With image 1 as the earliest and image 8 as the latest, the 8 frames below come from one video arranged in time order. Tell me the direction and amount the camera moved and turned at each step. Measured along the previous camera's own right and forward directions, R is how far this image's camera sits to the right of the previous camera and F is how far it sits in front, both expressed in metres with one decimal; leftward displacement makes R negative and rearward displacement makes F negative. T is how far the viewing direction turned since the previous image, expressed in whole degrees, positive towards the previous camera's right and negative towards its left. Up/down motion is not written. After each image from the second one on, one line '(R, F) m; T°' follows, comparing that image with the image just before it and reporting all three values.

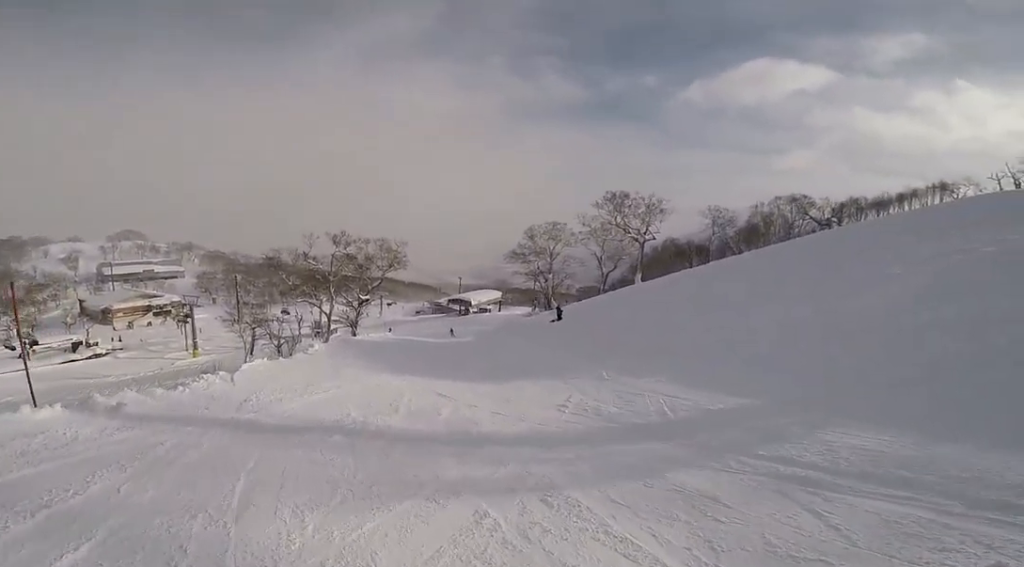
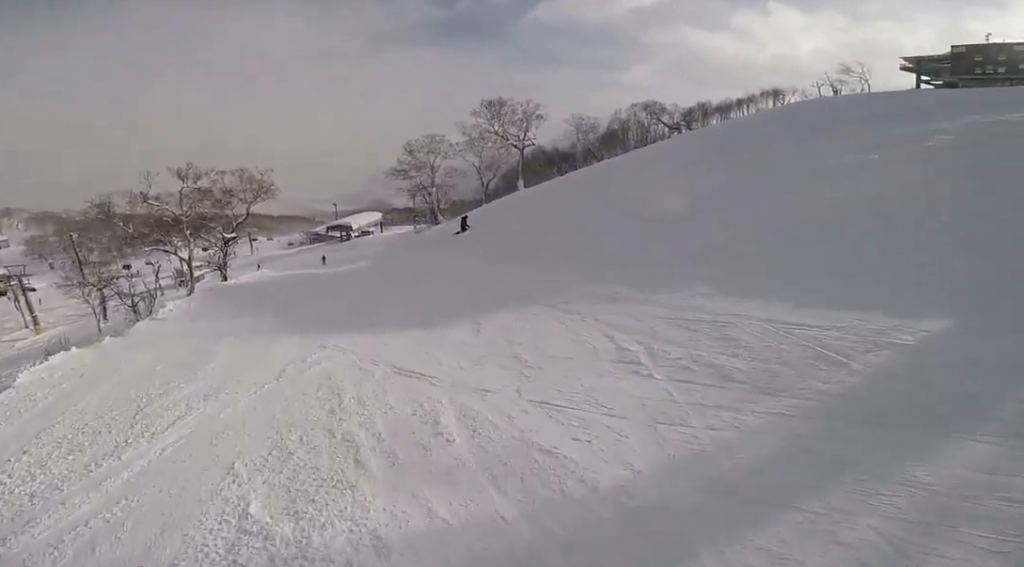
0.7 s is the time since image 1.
(+0.4, +4.1) m; 0°
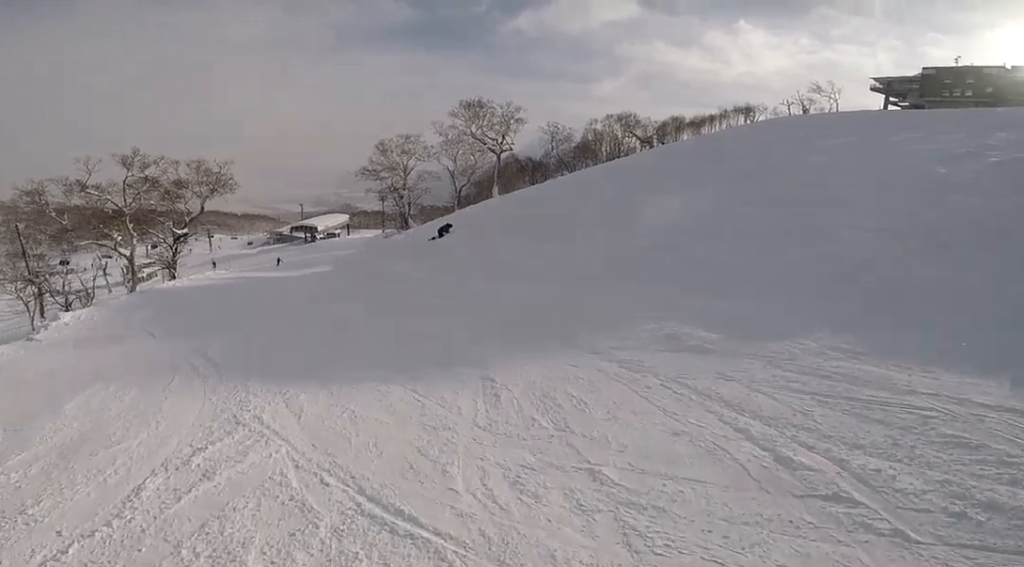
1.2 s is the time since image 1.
(+0.8, +2.8) m; 0°
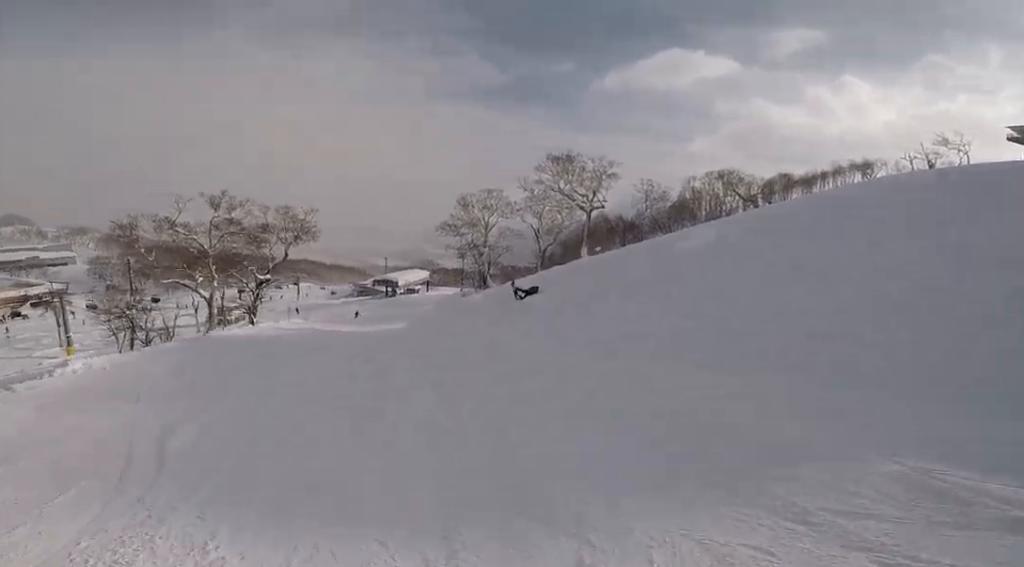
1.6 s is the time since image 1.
(-0.5, +2.4) m; -1°
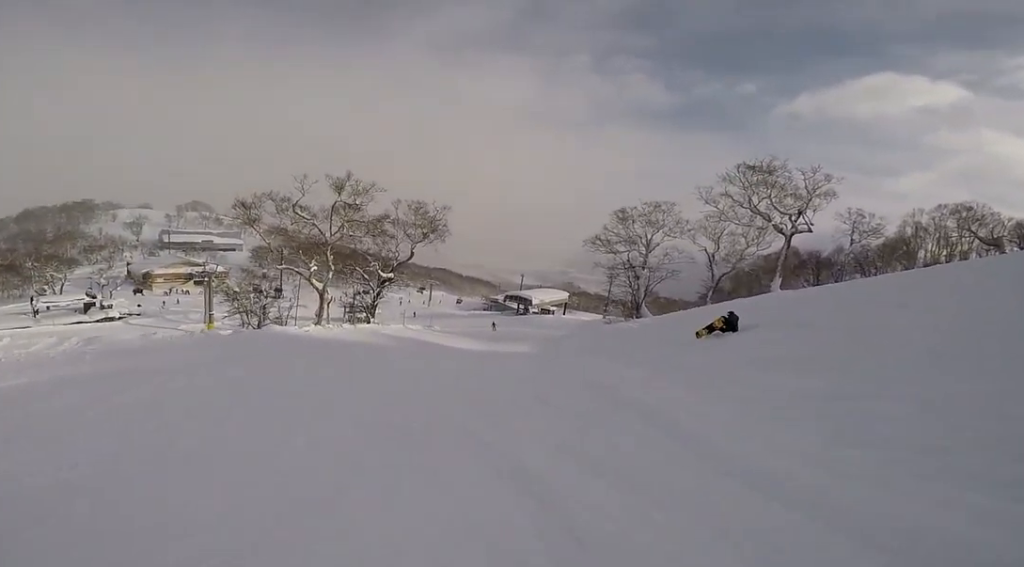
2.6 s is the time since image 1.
(-0.5, +5.5) m; -1°
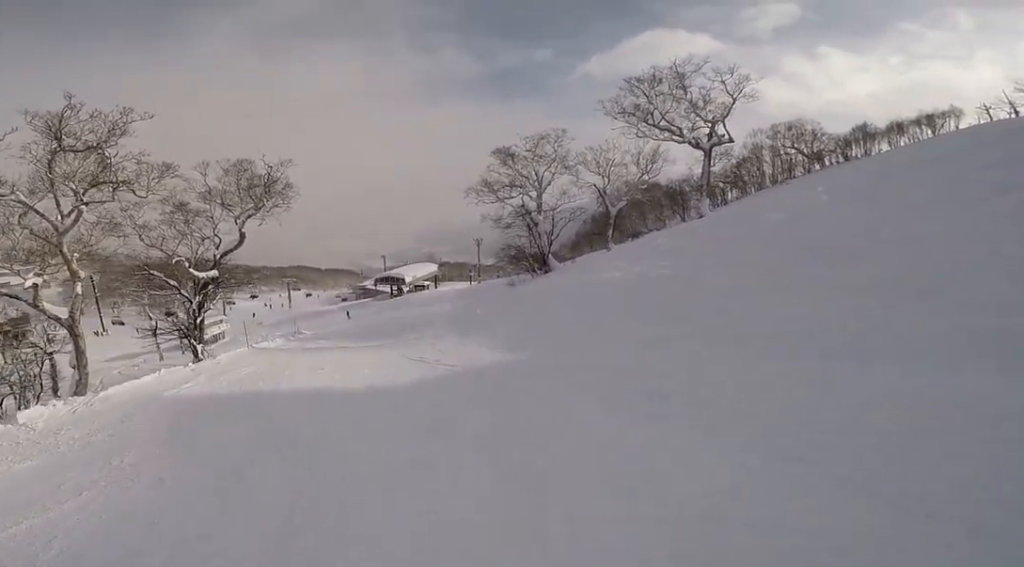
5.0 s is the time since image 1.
(+0.9, +13.2) m; +12°
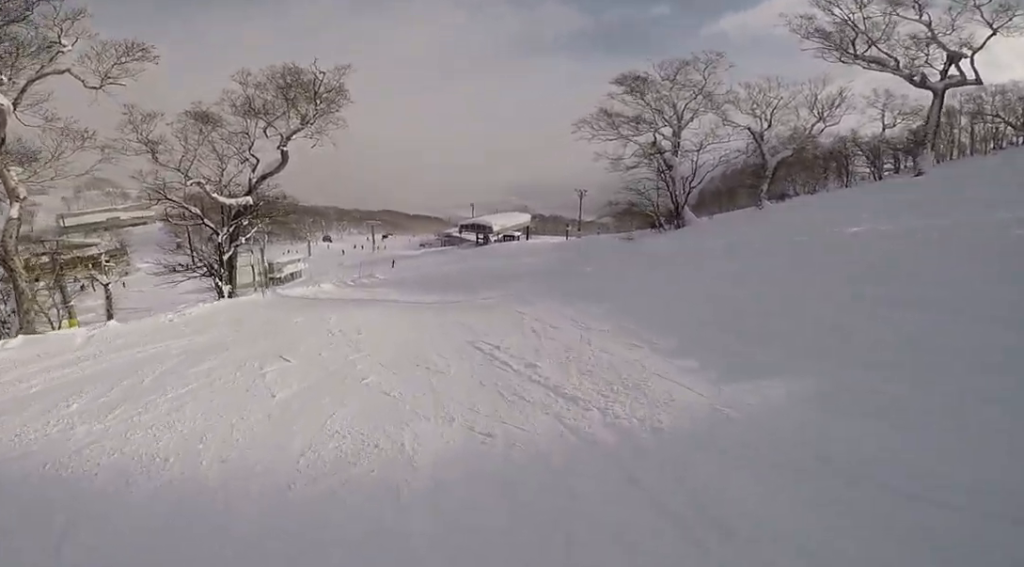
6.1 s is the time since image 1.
(+0.5, +6.9) m; -9°
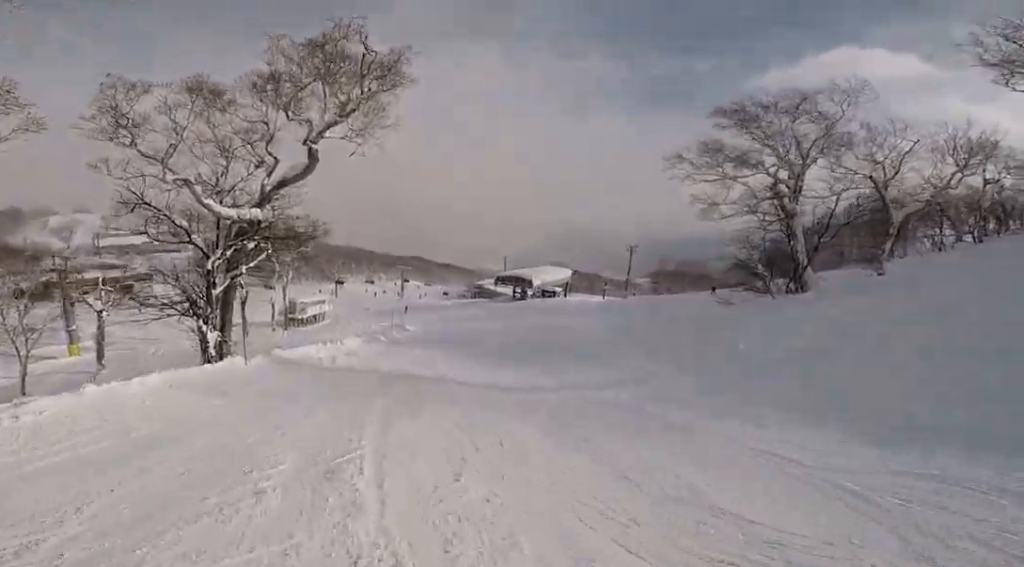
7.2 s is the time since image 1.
(-1.6, +6.5) m; -14°
